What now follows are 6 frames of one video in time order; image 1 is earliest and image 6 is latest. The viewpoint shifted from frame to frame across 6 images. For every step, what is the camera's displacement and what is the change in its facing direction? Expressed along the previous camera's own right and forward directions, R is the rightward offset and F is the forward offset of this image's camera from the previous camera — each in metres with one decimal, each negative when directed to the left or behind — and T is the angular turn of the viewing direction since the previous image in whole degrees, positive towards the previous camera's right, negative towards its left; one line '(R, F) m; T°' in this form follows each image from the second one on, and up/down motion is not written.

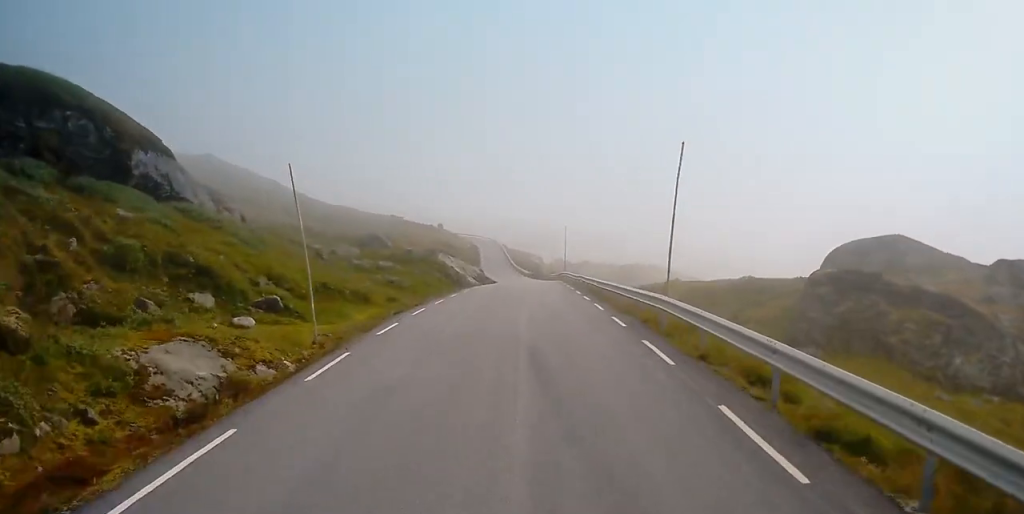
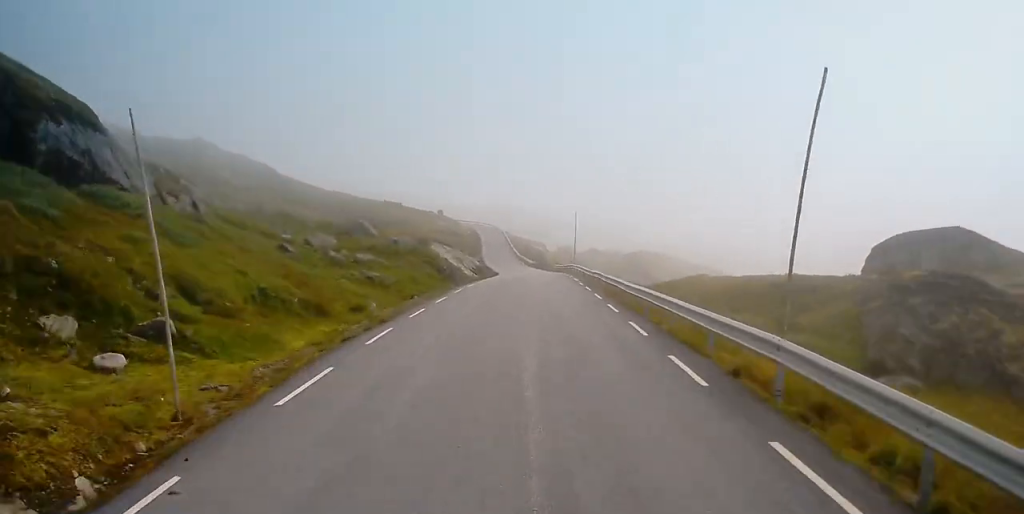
(0.0, +8.0) m; 0°
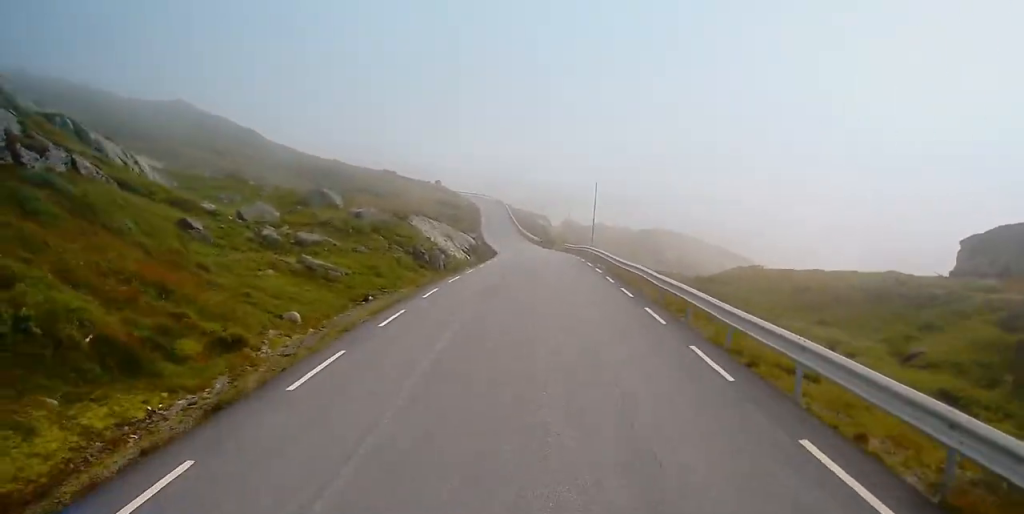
(0.0, +12.4) m; 0°
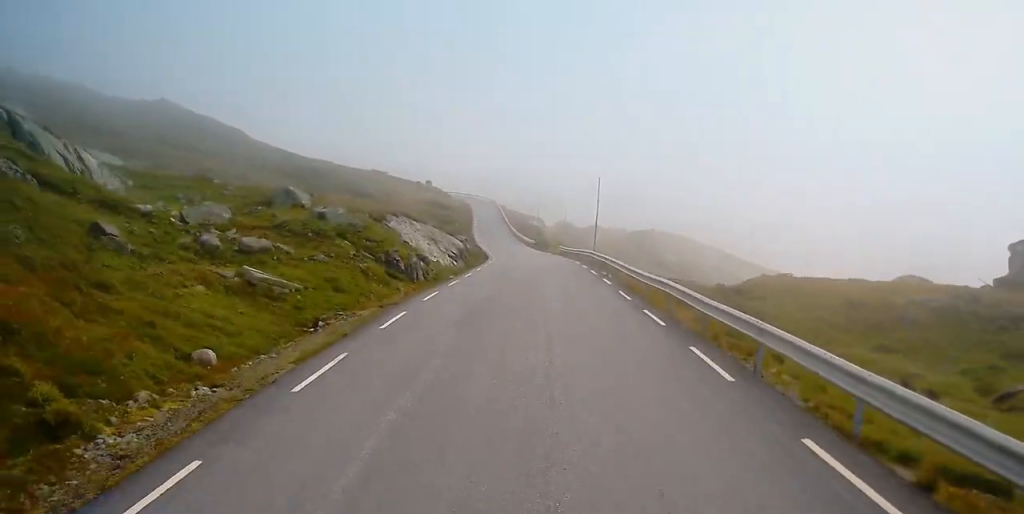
(0.0, +6.0) m; 0°
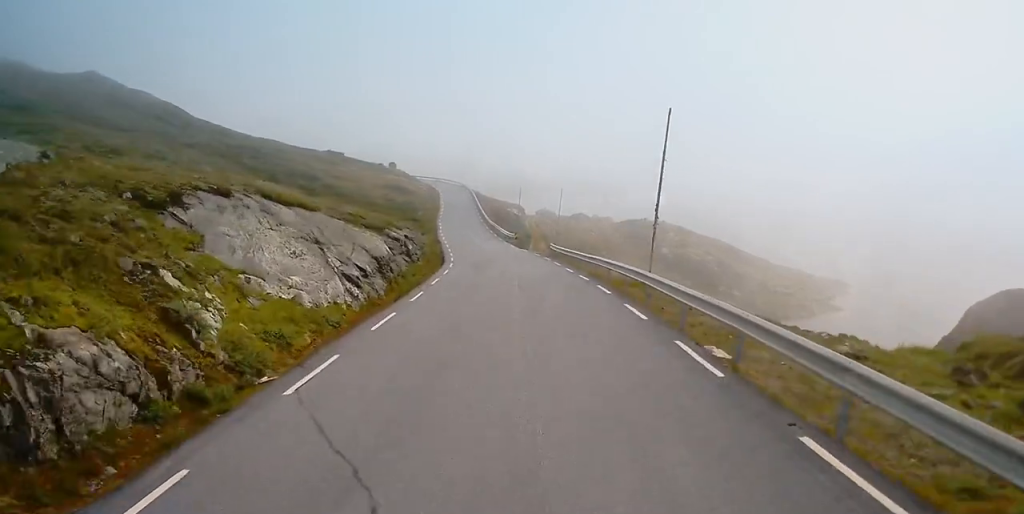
(+0.4, +24.7) m; +3°
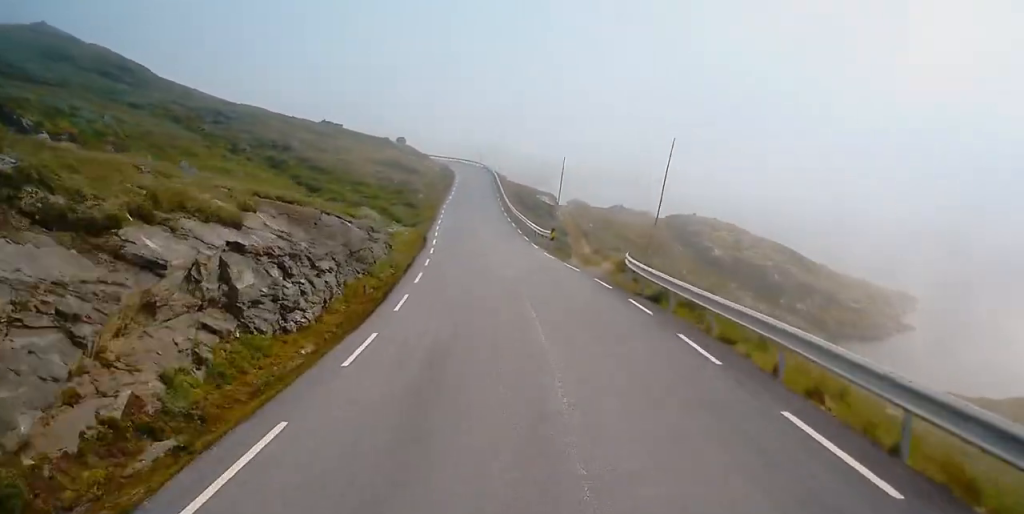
(-1.2, +28.9) m; -4°
